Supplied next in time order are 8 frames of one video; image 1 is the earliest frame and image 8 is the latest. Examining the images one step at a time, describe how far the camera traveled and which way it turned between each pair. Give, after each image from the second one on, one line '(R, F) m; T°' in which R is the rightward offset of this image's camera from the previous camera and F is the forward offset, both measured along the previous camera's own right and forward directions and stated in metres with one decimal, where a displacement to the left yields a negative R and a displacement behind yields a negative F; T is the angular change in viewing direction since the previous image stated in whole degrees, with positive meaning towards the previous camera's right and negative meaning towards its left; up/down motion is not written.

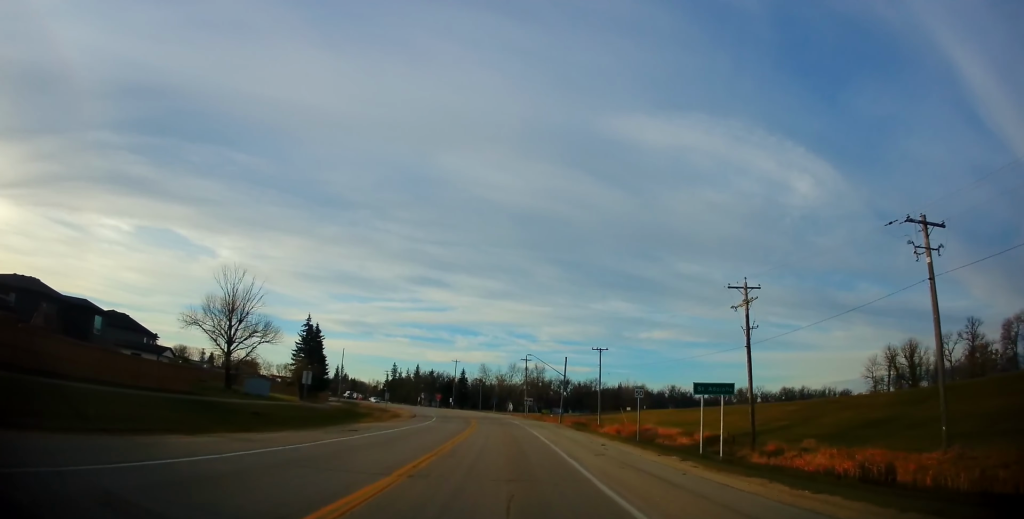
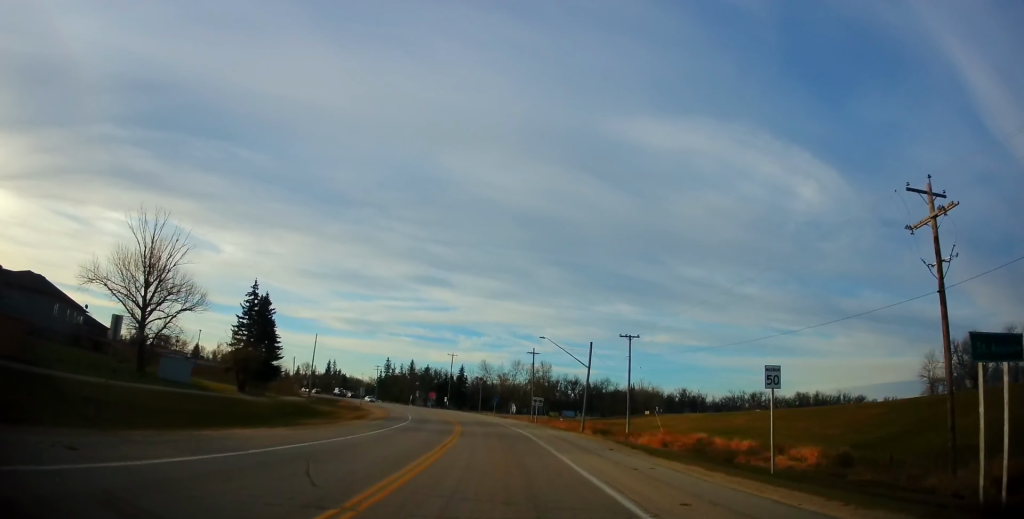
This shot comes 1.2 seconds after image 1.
(+0.3, +17.6) m; +1°
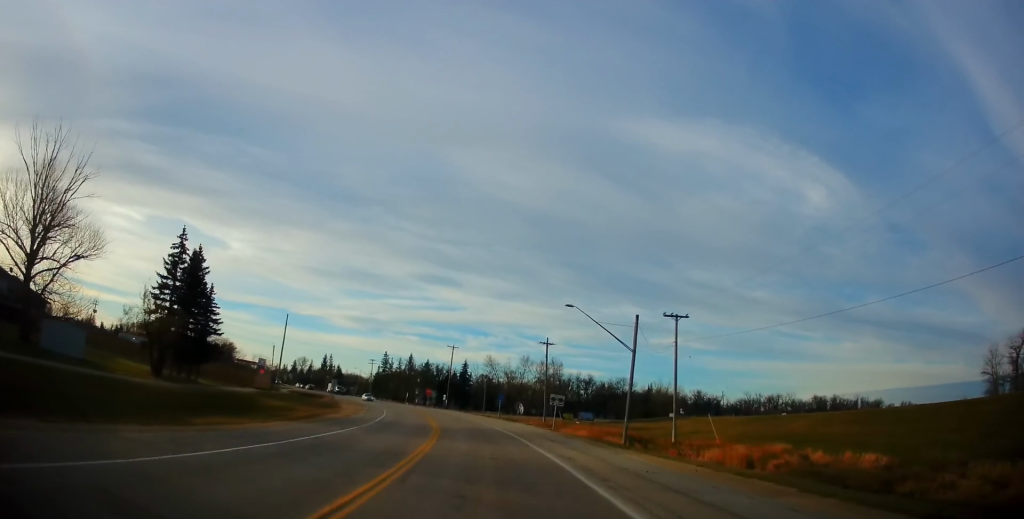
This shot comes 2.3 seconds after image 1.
(0.0, +14.8) m; -2°
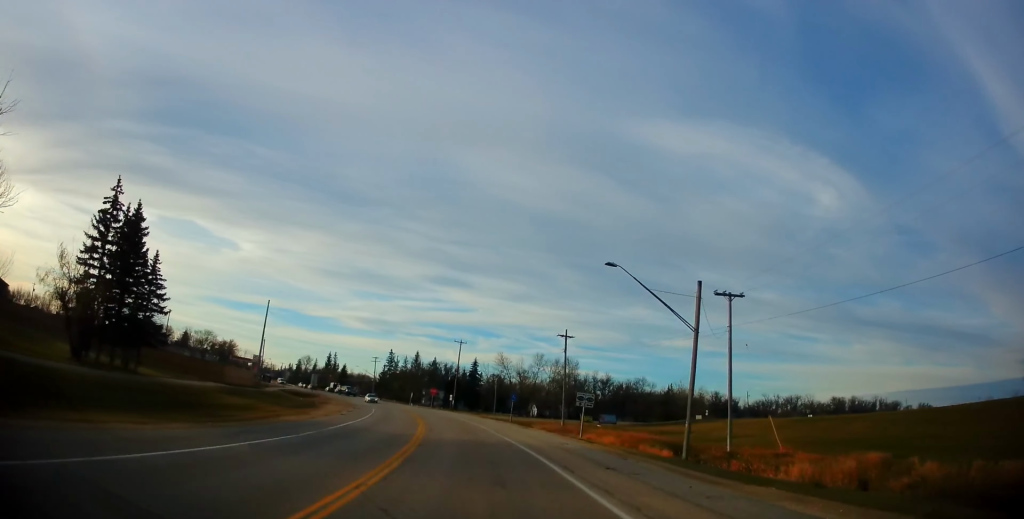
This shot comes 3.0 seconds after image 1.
(-0.1, +9.3) m; -2°
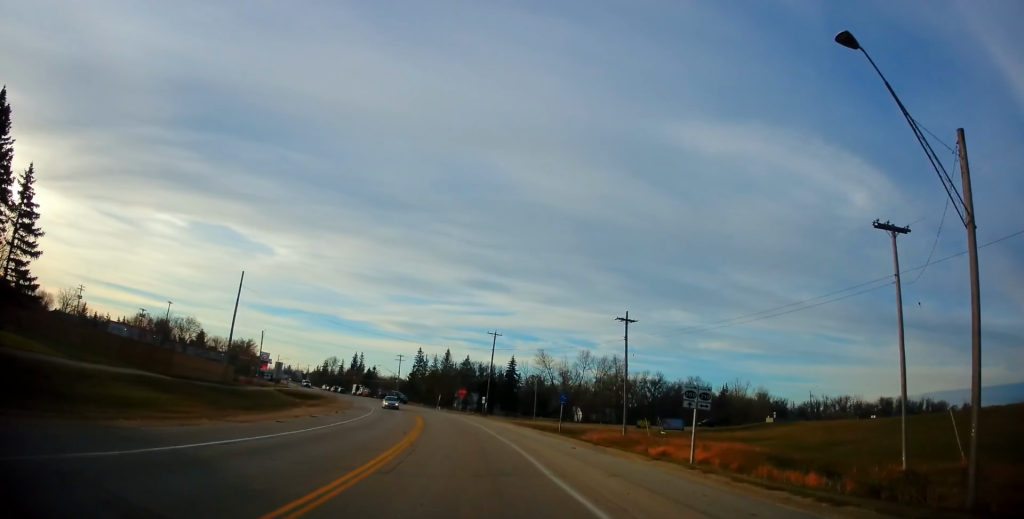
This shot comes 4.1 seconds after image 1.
(-0.6, +14.2) m; -4°
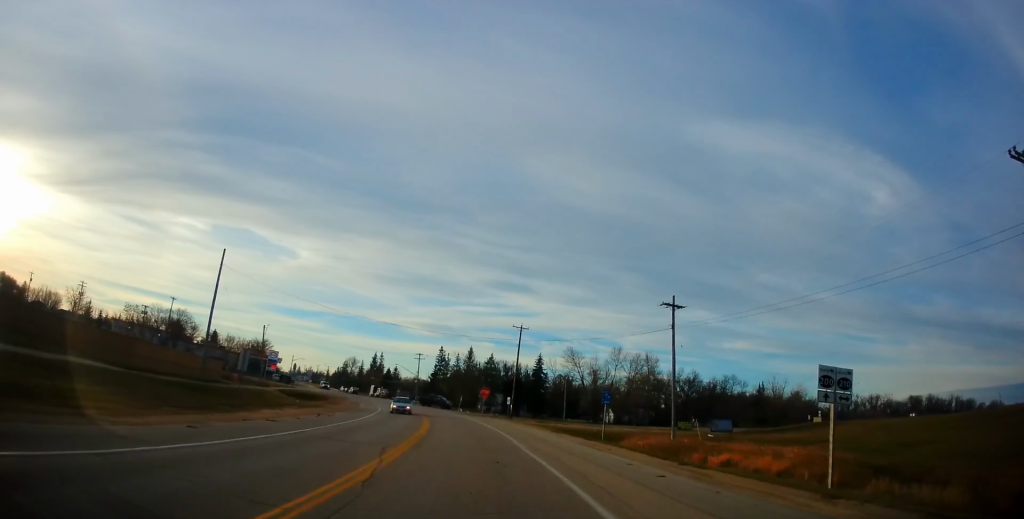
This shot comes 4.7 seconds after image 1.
(-0.1, +7.2) m; -2°
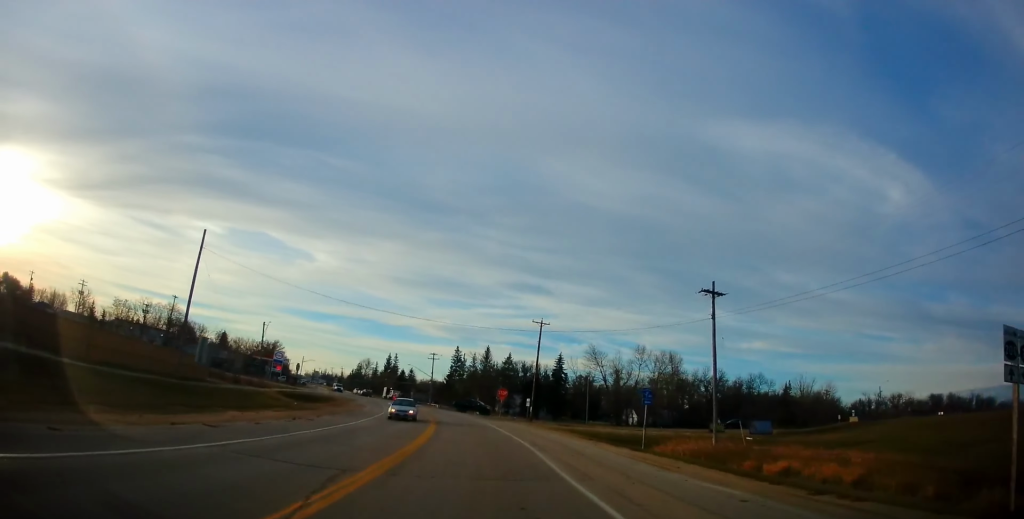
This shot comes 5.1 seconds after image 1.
(-0.1, +5.1) m; -1°
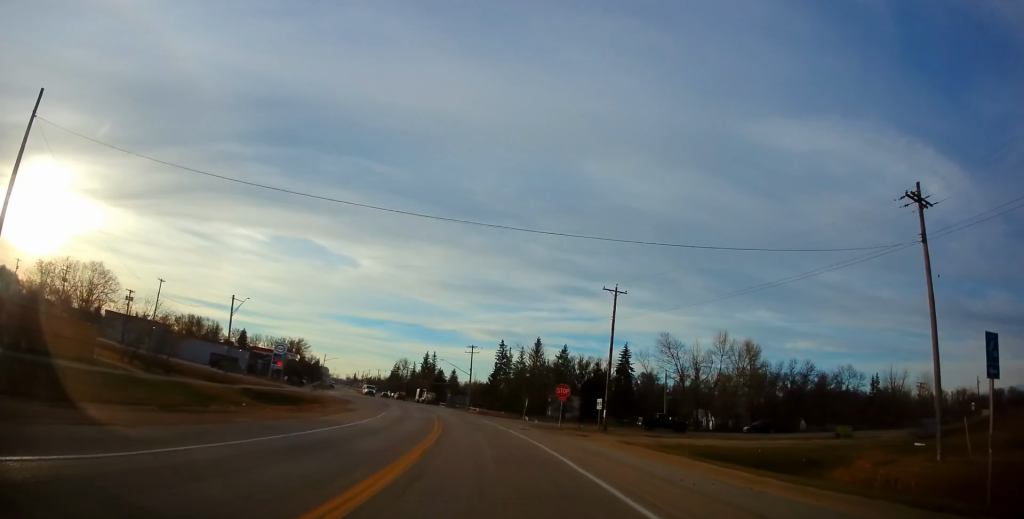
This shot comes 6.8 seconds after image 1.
(-1.0, +20.2) m; -6°
